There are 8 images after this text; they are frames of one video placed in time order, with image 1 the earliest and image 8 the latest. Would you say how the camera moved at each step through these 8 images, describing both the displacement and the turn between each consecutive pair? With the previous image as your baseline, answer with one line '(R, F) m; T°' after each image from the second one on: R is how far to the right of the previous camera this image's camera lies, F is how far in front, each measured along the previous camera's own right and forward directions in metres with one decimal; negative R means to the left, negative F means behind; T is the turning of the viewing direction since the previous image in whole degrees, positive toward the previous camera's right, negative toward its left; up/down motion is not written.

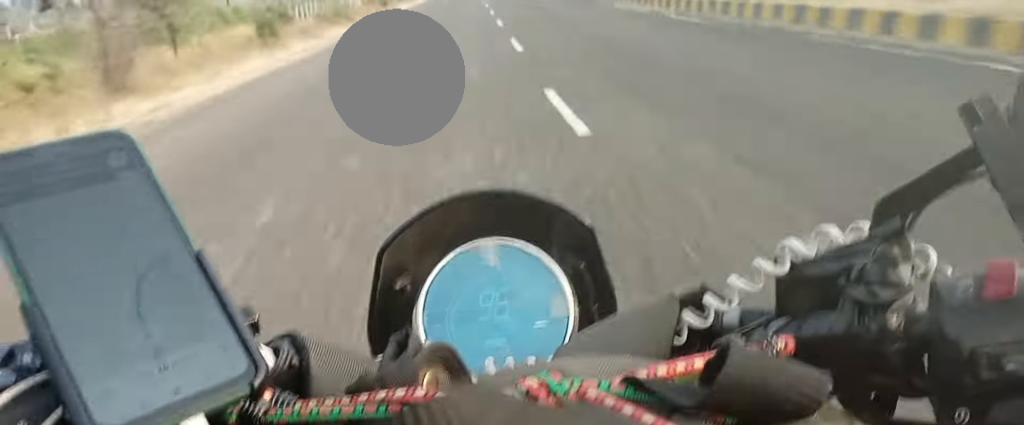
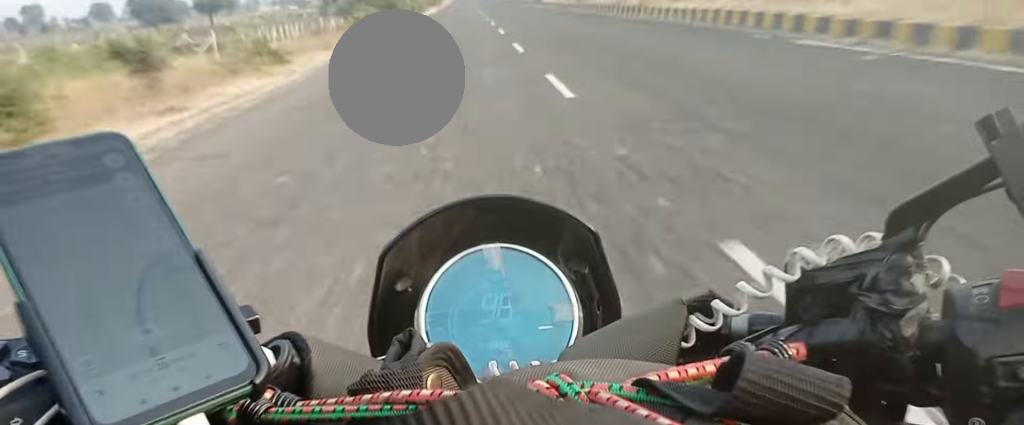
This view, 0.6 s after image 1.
(+0.1, +15.1) m; 0°
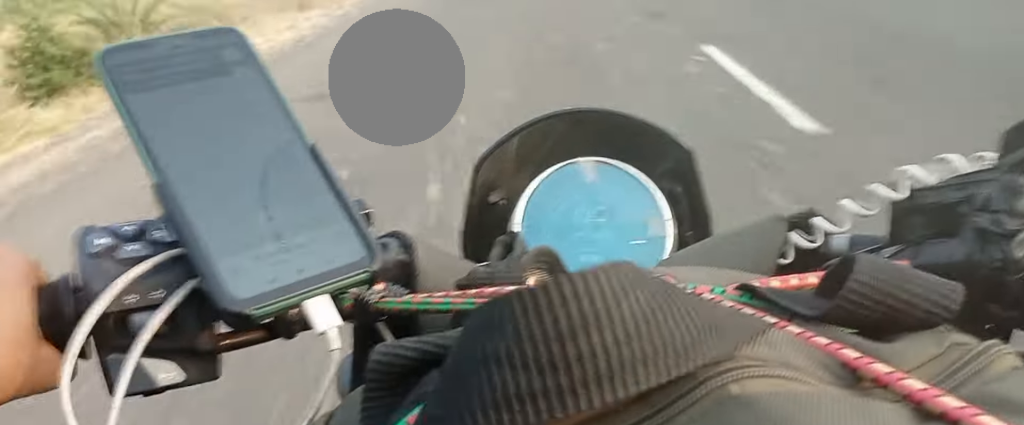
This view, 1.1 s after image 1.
(0.0, +14.2) m; 0°
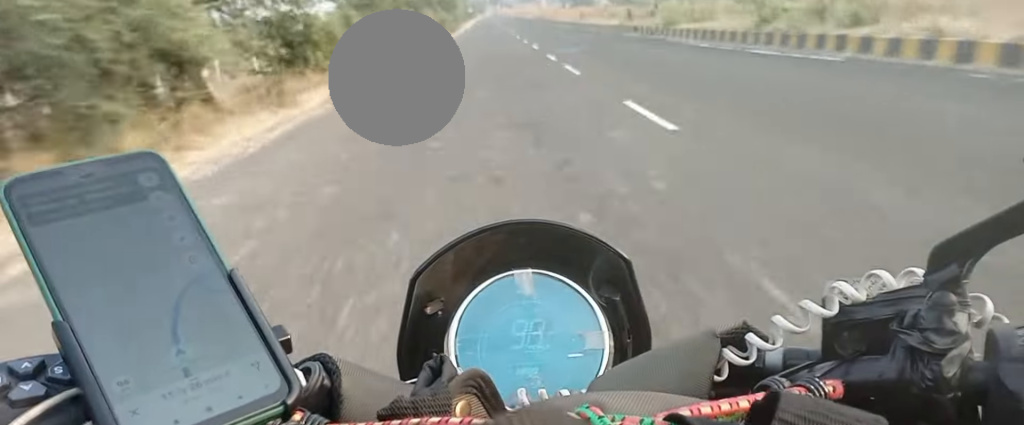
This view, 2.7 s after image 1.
(0.0, +41.7) m; 0°
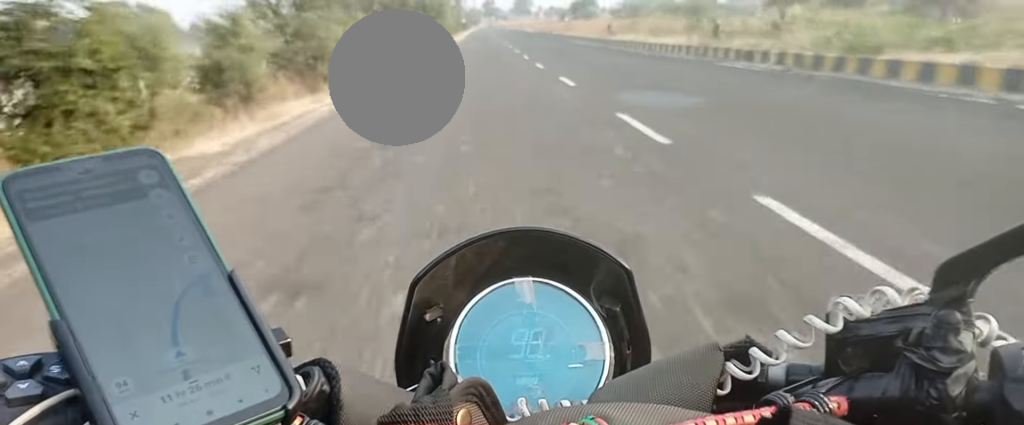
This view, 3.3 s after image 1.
(0.0, +15.2) m; 0°
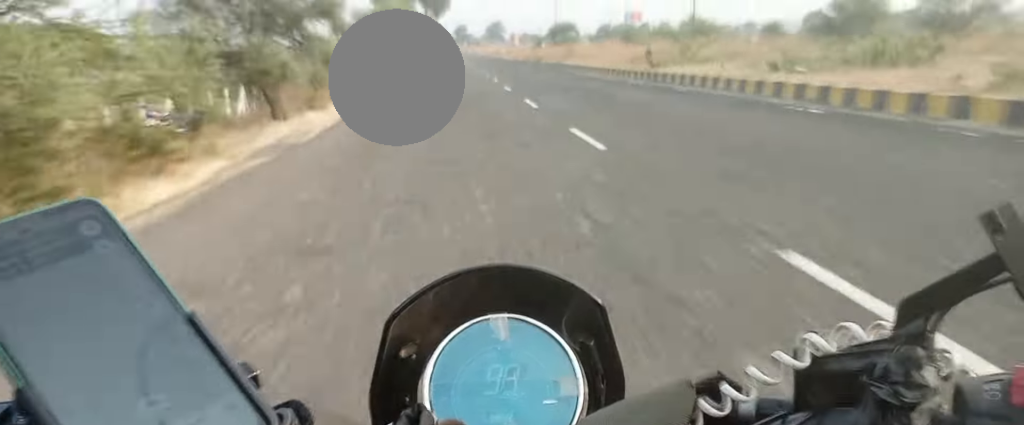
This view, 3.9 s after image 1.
(+0.2, +16.1) m; -1°
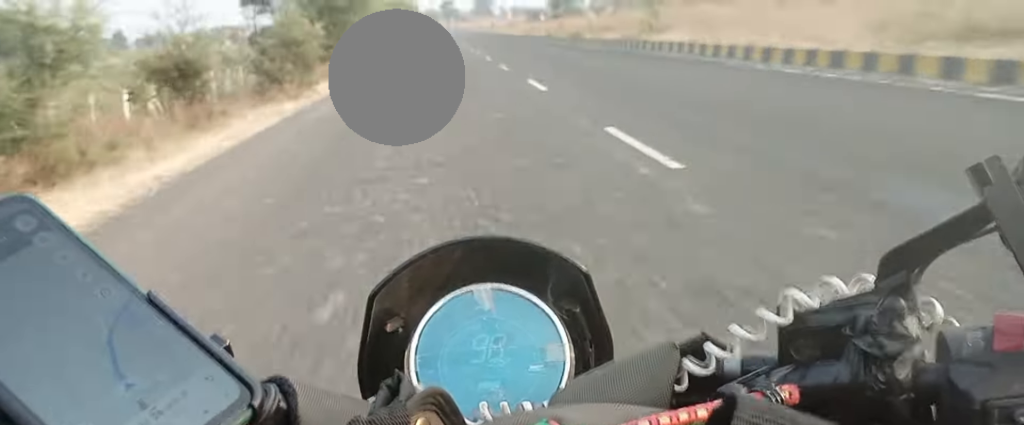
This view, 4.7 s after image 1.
(-0.4, +22.4) m; -1°
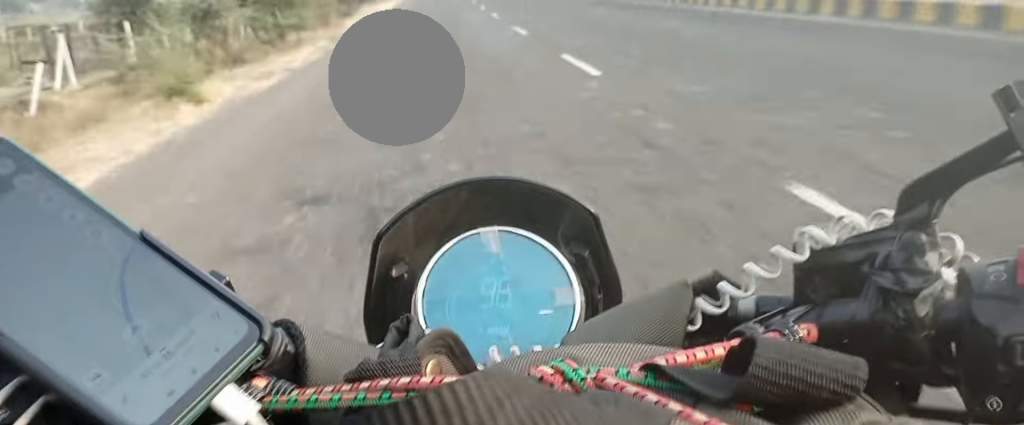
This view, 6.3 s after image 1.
(0.0, +42.2) m; 0°
